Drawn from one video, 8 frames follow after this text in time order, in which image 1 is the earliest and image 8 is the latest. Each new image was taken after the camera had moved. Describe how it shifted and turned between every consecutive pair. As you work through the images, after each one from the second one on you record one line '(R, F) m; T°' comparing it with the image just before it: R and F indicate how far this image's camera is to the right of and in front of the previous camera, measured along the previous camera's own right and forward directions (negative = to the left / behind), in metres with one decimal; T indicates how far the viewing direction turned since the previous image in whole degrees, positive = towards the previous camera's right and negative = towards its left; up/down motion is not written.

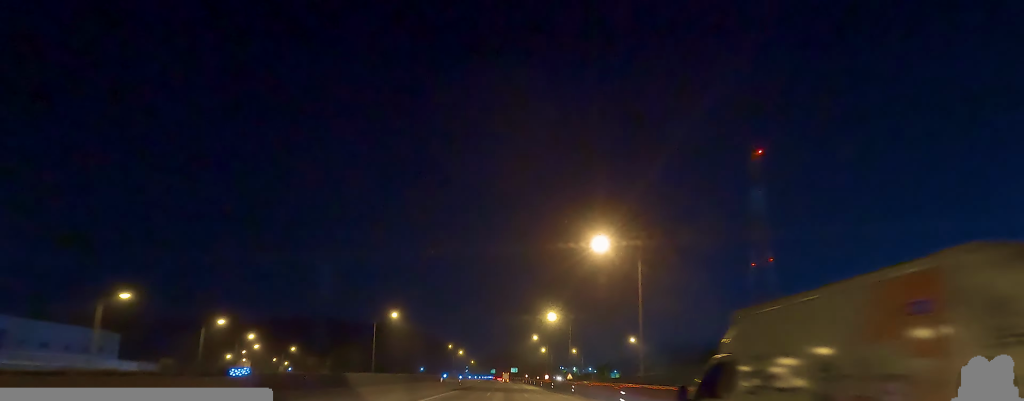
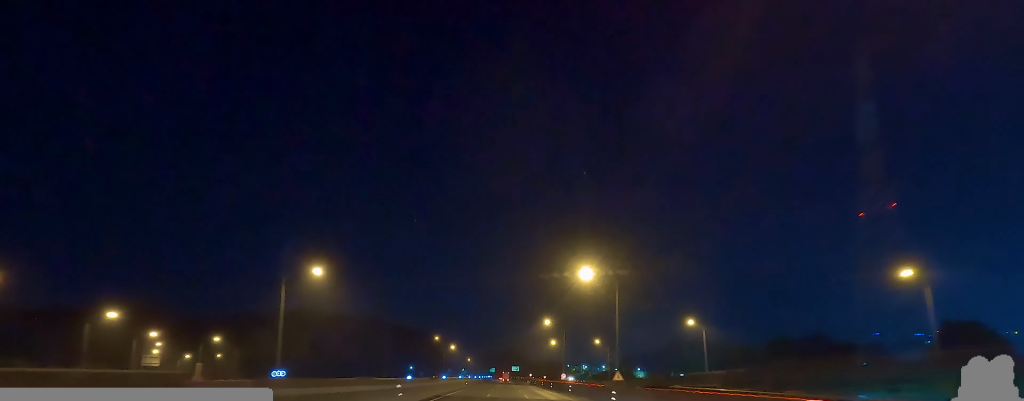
(+0.7, +39.5) m; +3°
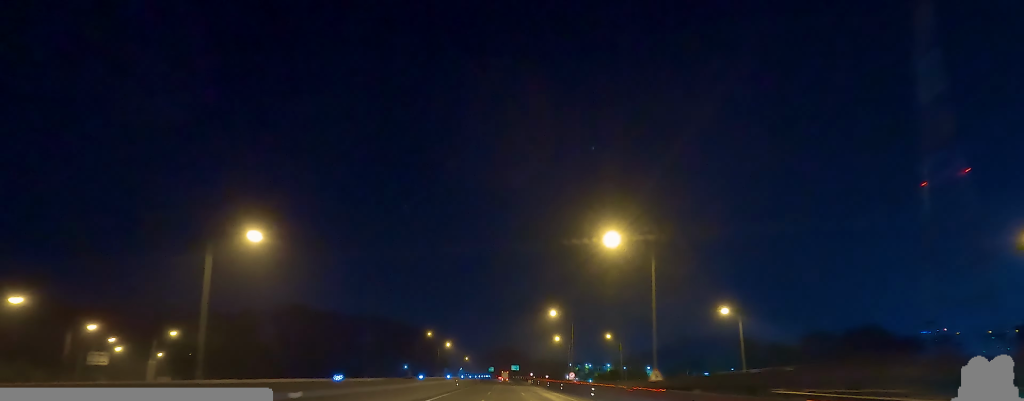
(0.0, +13.9) m; -1°
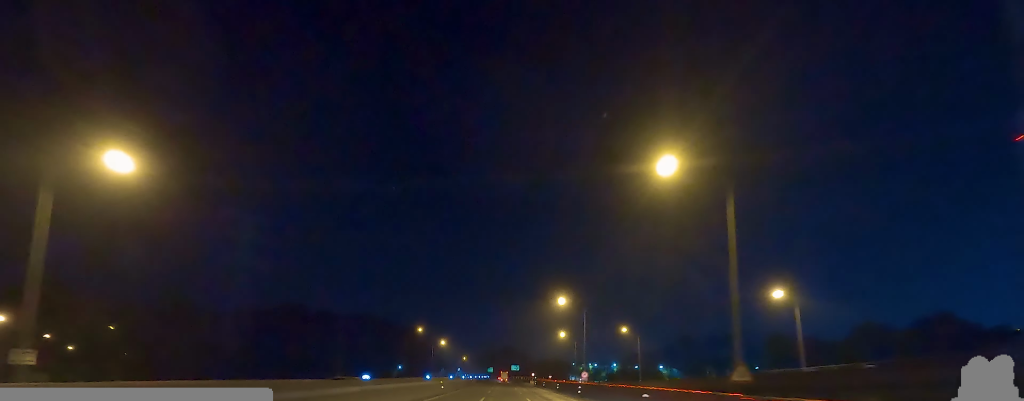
(+0.2, +14.7) m; -2°
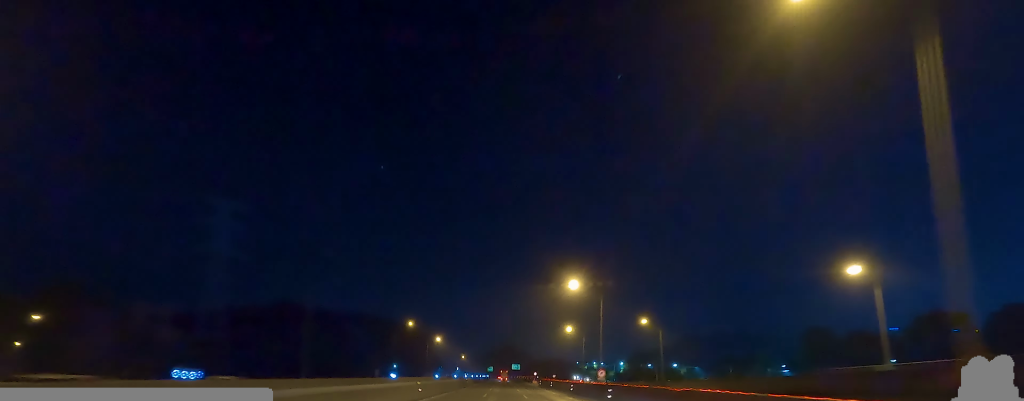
(-0.7, +12.9) m; 0°
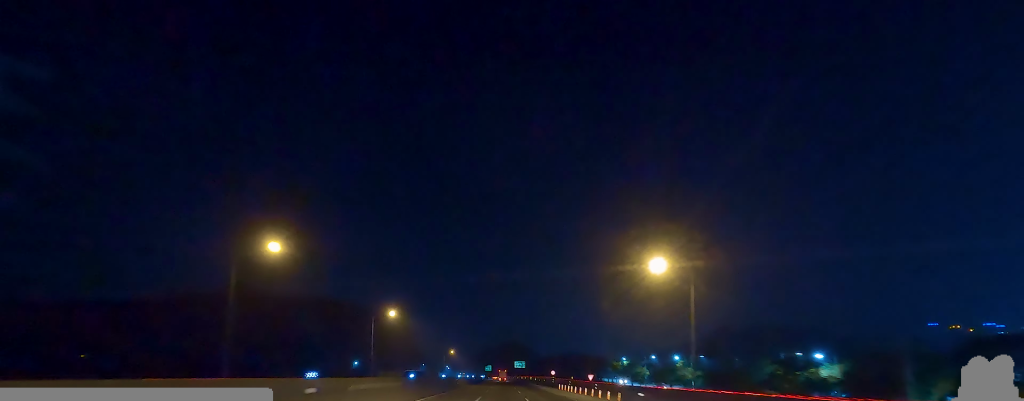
(+0.8, +68.0) m; 0°
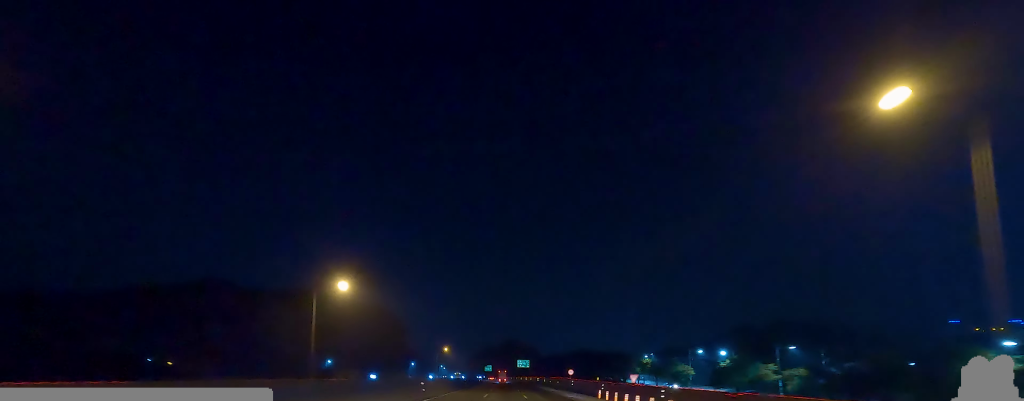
(+0.4, +30.2) m; +1°
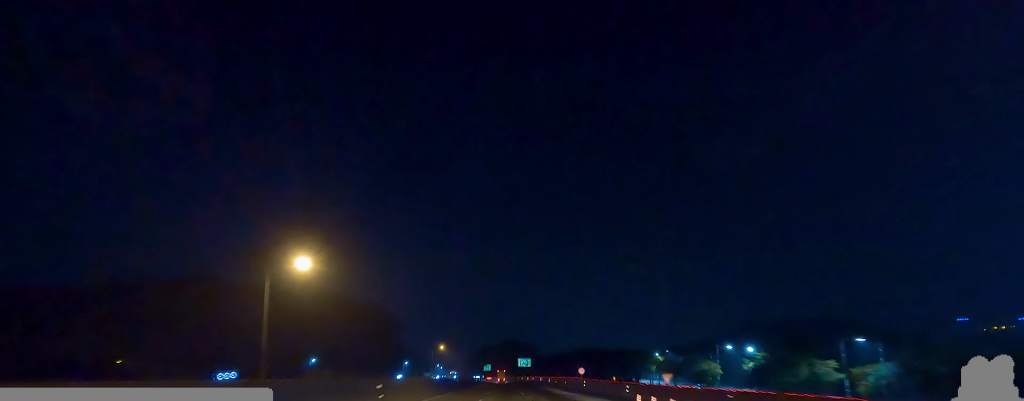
(+0.5, +12.9) m; -1°
